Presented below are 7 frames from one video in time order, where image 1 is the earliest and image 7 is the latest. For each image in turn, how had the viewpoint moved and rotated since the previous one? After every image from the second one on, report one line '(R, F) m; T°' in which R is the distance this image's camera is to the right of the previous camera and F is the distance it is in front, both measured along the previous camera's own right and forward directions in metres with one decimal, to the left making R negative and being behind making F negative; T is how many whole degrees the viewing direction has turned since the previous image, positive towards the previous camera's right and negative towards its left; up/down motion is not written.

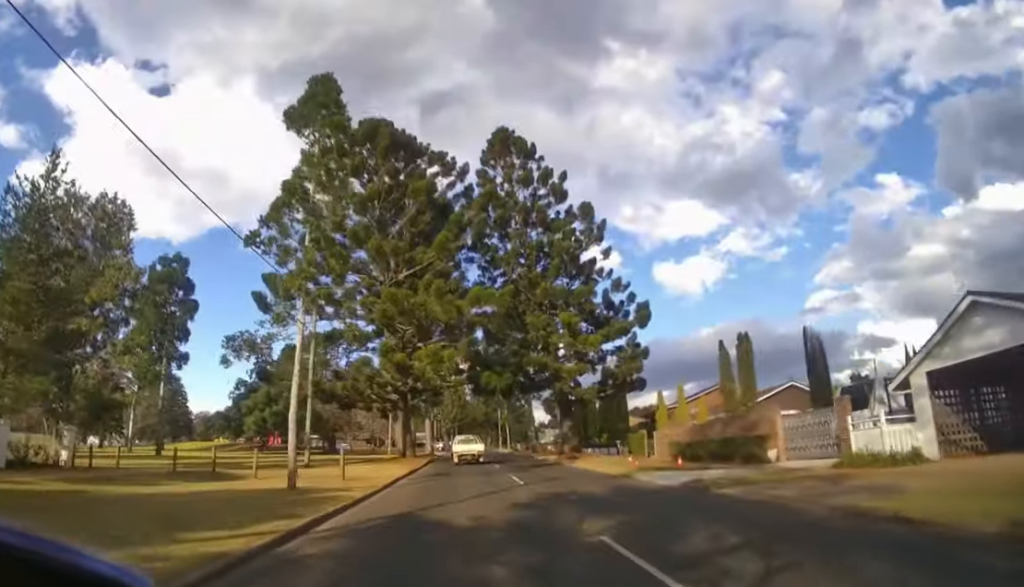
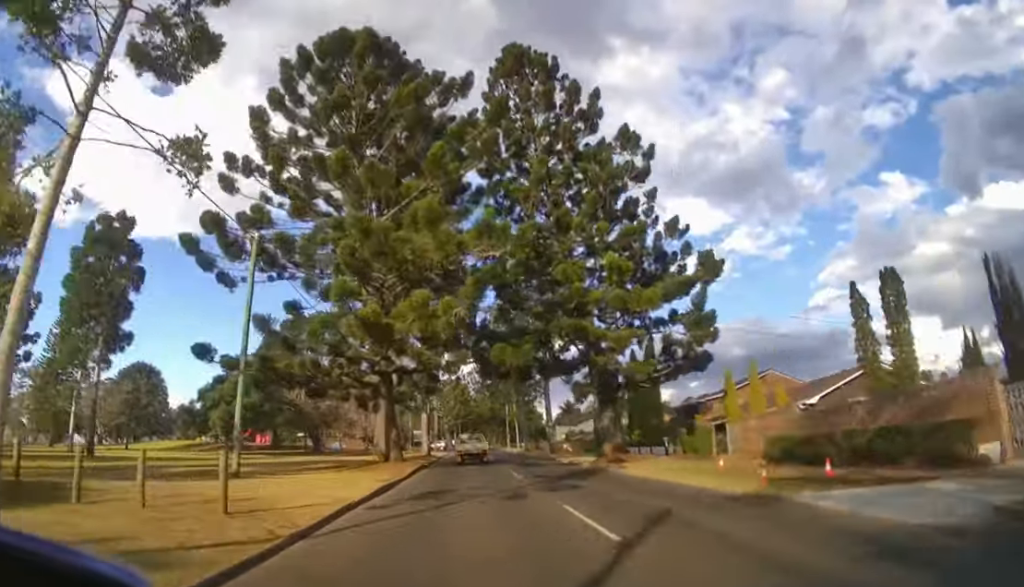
(-0.1, +8.5) m; 0°
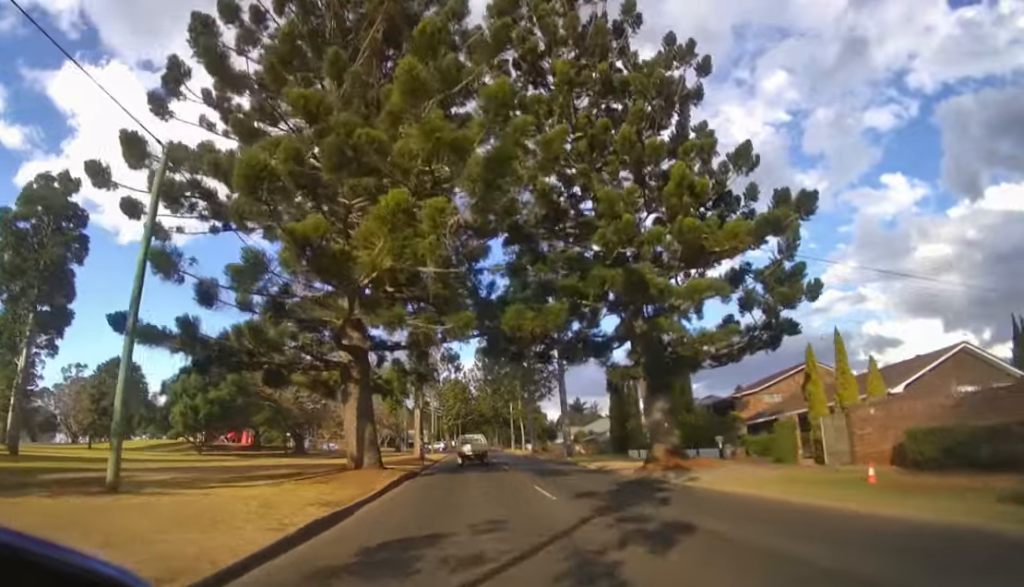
(-0.1, +6.5) m; 0°
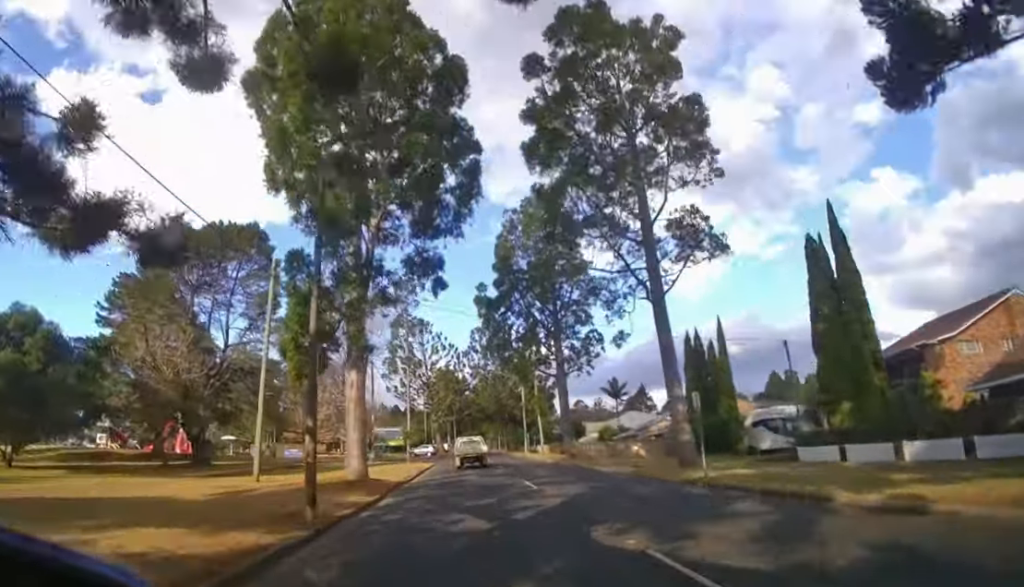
(+0.2, +19.9) m; 0°
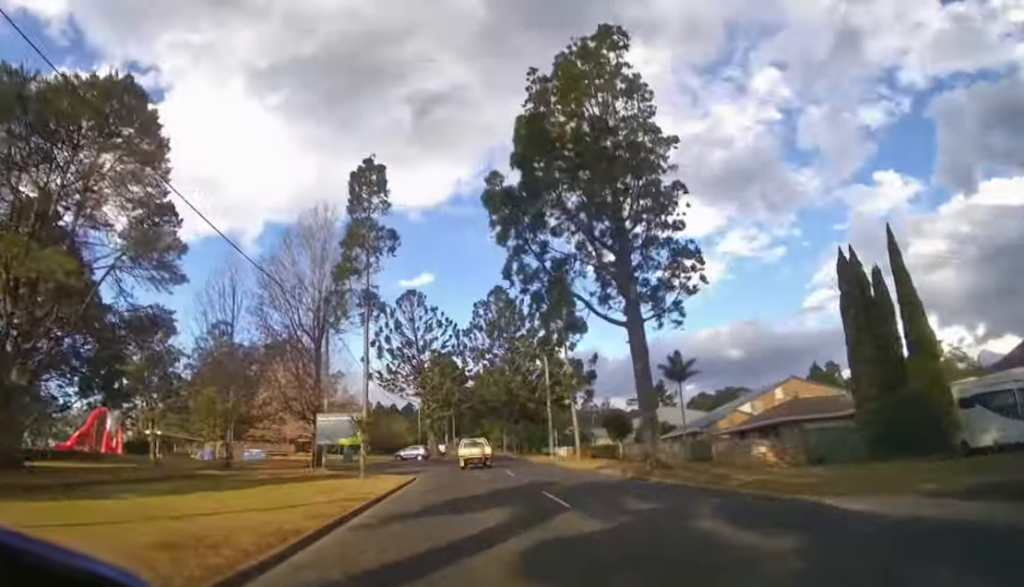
(0.0, +16.1) m; 0°
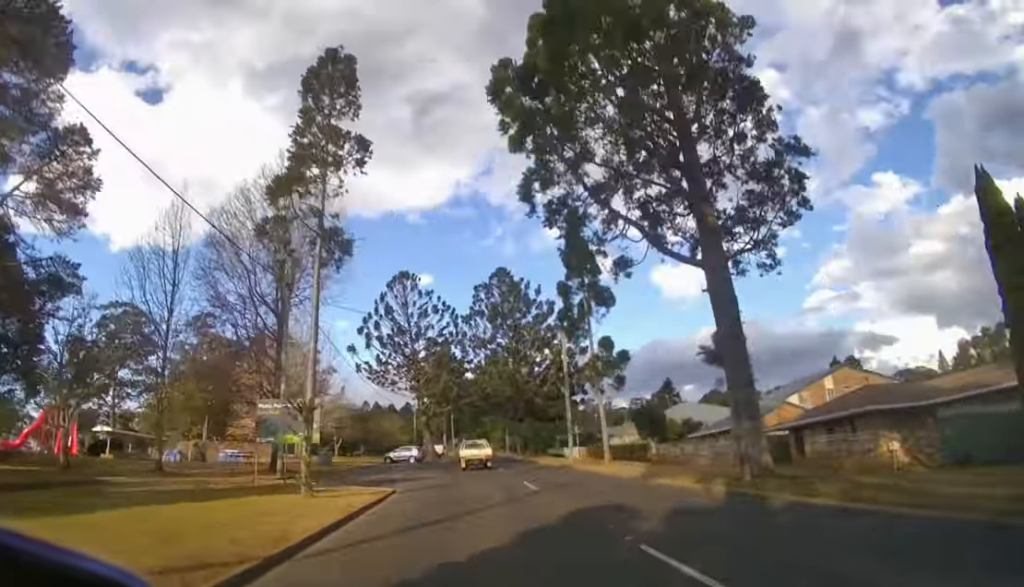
(0.0, +7.3) m; 0°
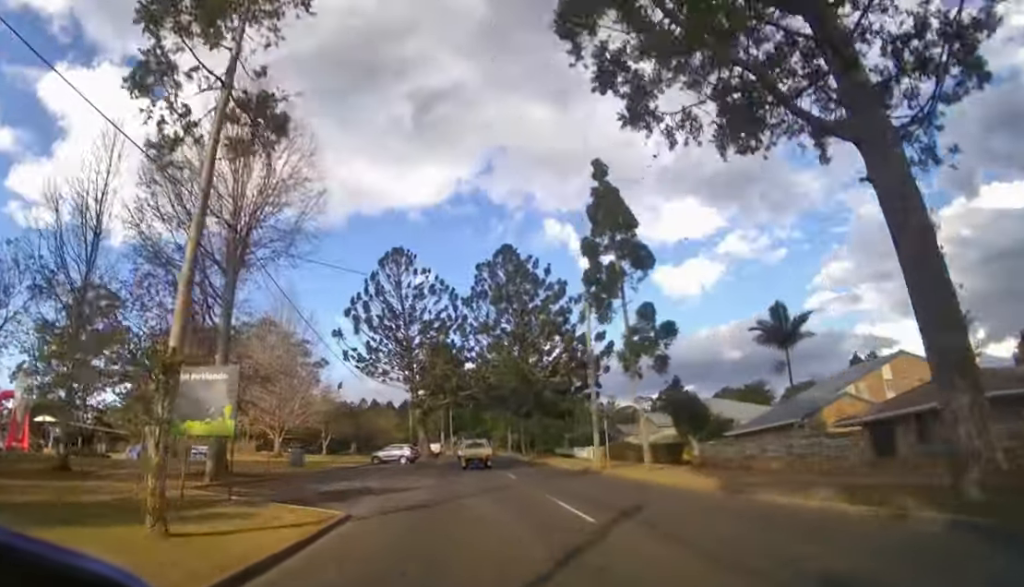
(0.0, +6.7) m; 0°
